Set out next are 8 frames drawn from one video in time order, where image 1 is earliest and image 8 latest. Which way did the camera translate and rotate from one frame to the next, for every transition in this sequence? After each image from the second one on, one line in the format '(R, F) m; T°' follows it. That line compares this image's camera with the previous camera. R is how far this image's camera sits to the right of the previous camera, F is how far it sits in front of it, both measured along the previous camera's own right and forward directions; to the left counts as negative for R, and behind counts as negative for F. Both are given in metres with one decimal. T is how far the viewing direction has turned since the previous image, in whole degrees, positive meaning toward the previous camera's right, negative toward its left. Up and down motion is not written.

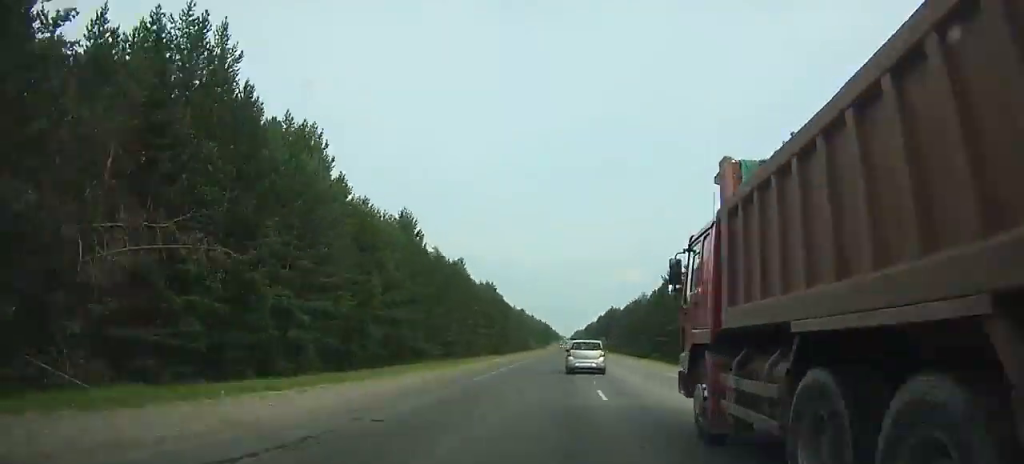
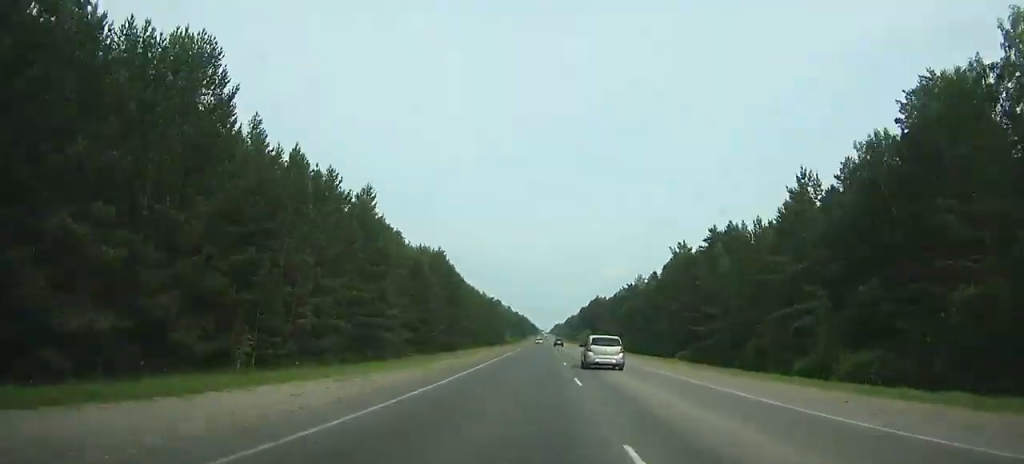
(0.0, +43.6) m; +1°
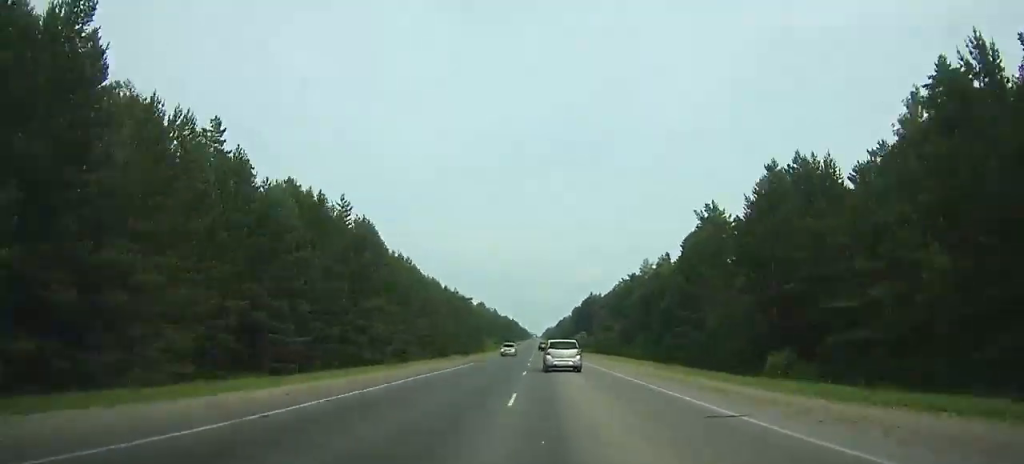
(+0.5, +38.4) m; 0°
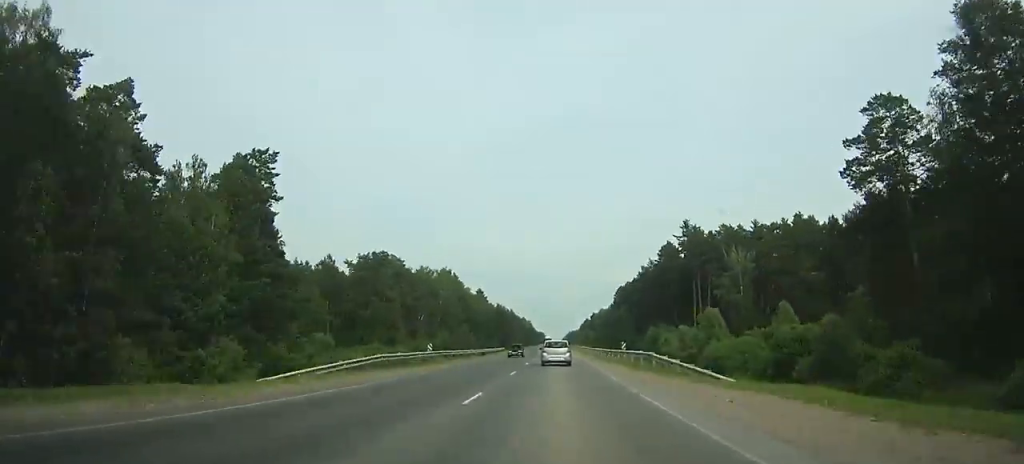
(-2.5, +194.4) m; -1°
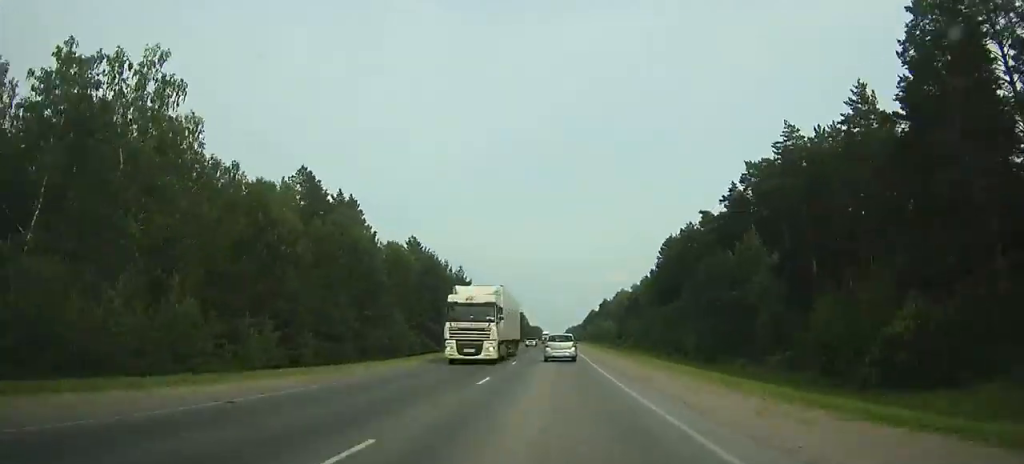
(+0.5, +117.0) m; 0°
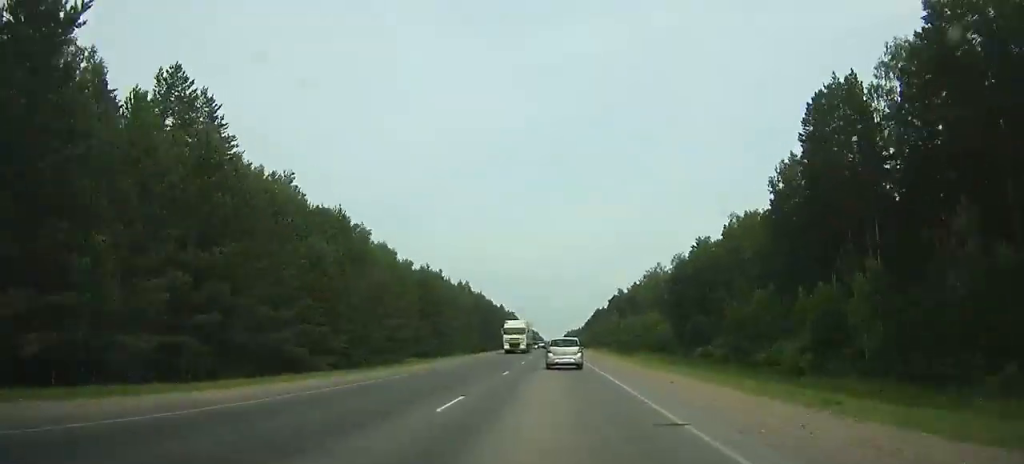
(+0.2, +87.3) m; 0°
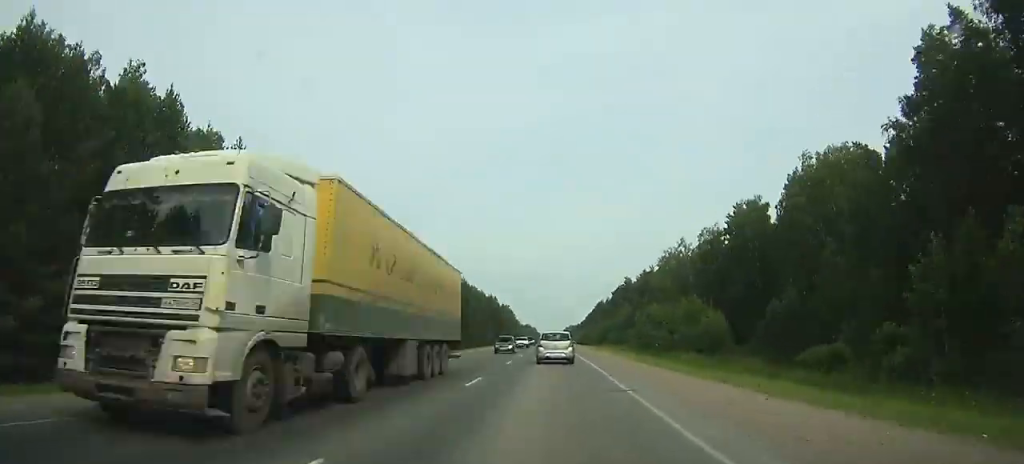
(+0.1, +30.0) m; 0°
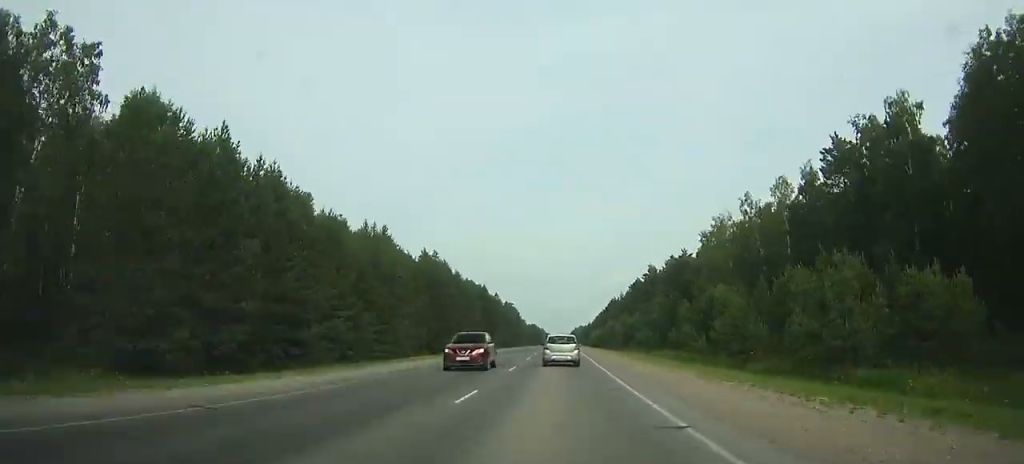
(-0.3, +38.2) m; 0°
